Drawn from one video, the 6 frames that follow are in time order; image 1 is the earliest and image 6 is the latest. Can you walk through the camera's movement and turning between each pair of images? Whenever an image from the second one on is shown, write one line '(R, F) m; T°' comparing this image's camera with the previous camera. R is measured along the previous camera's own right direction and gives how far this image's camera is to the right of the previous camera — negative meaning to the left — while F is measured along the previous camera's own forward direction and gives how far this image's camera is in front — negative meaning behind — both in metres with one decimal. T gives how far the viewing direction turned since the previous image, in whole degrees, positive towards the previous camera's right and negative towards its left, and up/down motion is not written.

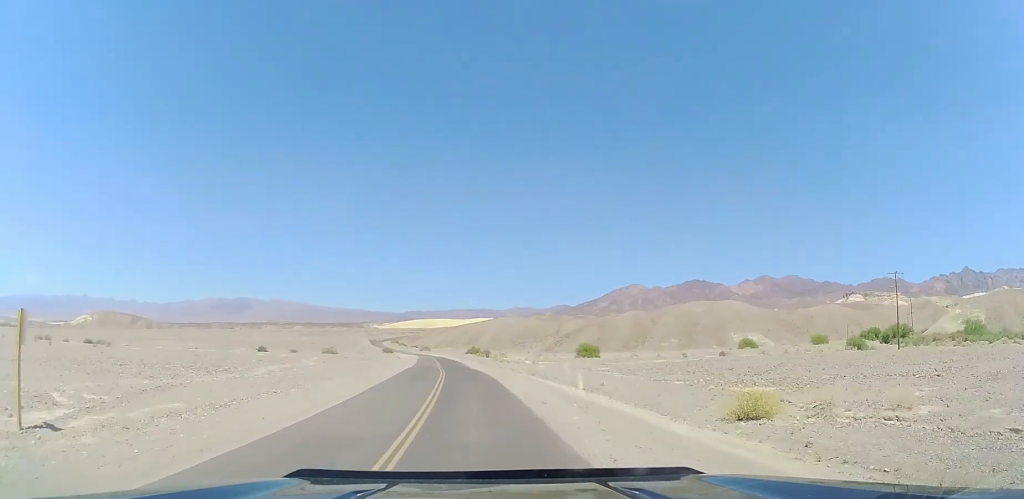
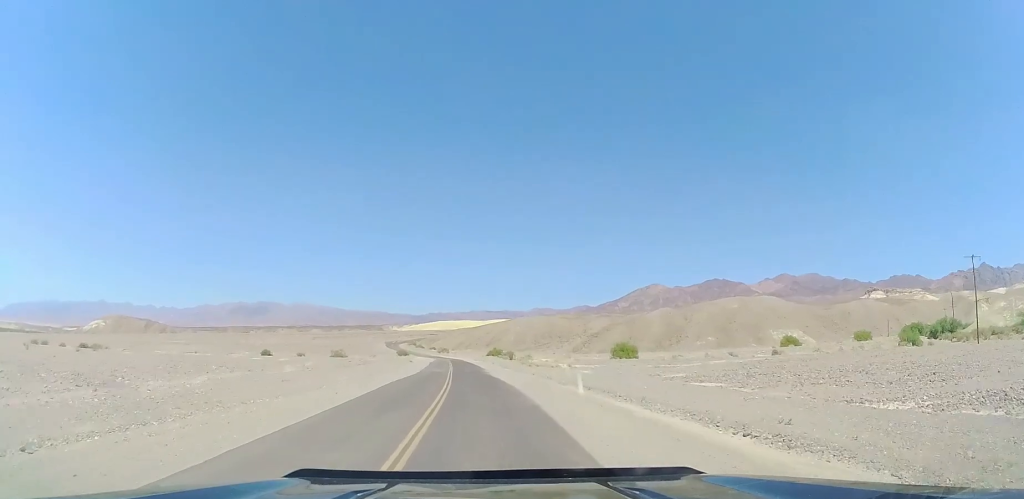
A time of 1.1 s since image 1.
(-0.7, +13.6) m; -4°
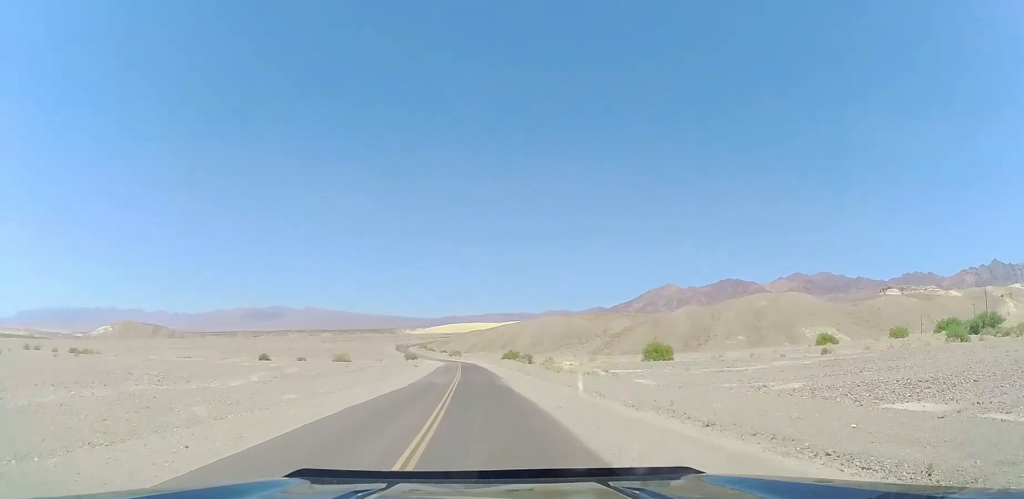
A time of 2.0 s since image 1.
(-0.2, +12.2) m; -1°
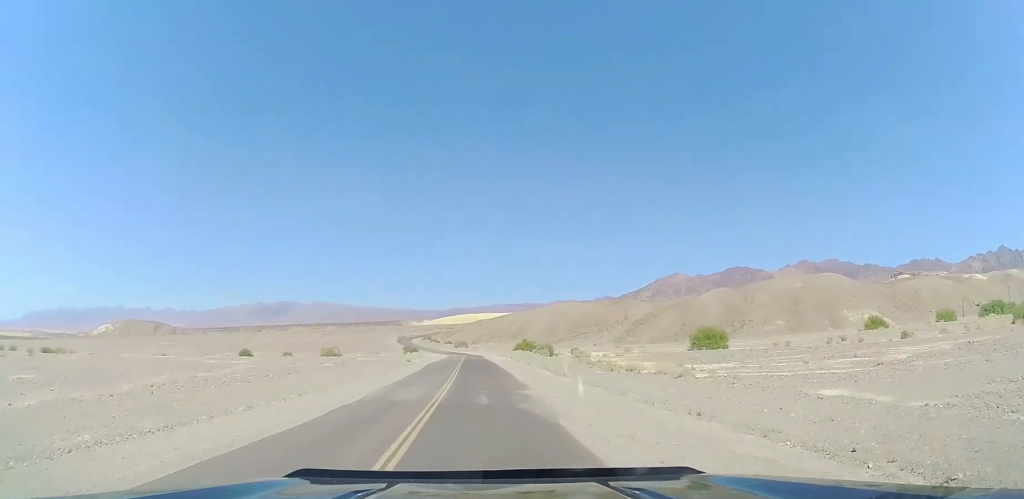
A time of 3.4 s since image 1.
(+0.1, +18.8) m; -1°
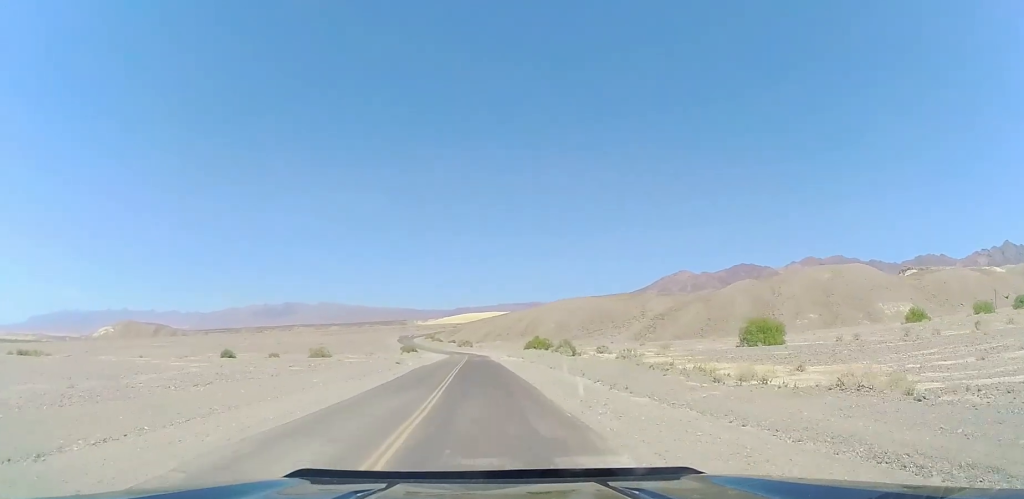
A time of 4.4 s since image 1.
(-0.4, +13.8) m; -2°
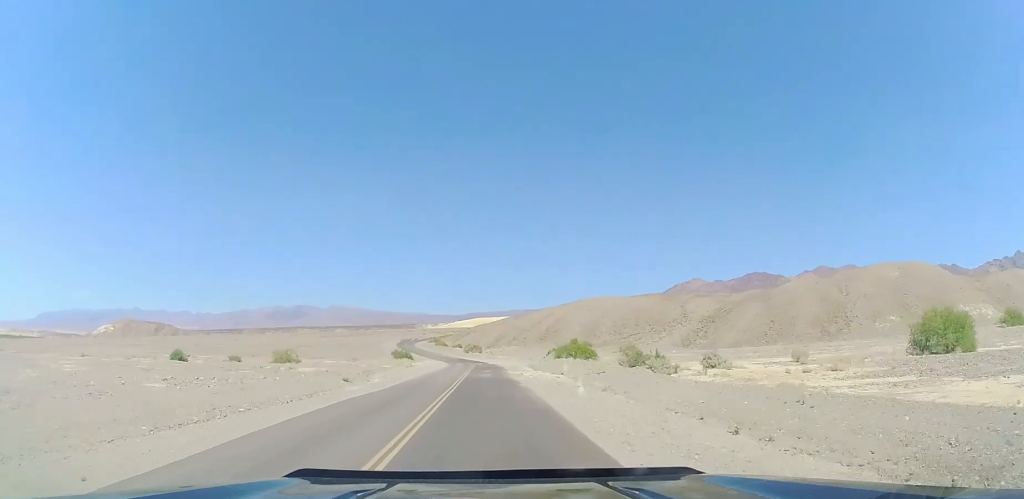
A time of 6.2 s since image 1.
(-0.2, +27.5) m; 0°
